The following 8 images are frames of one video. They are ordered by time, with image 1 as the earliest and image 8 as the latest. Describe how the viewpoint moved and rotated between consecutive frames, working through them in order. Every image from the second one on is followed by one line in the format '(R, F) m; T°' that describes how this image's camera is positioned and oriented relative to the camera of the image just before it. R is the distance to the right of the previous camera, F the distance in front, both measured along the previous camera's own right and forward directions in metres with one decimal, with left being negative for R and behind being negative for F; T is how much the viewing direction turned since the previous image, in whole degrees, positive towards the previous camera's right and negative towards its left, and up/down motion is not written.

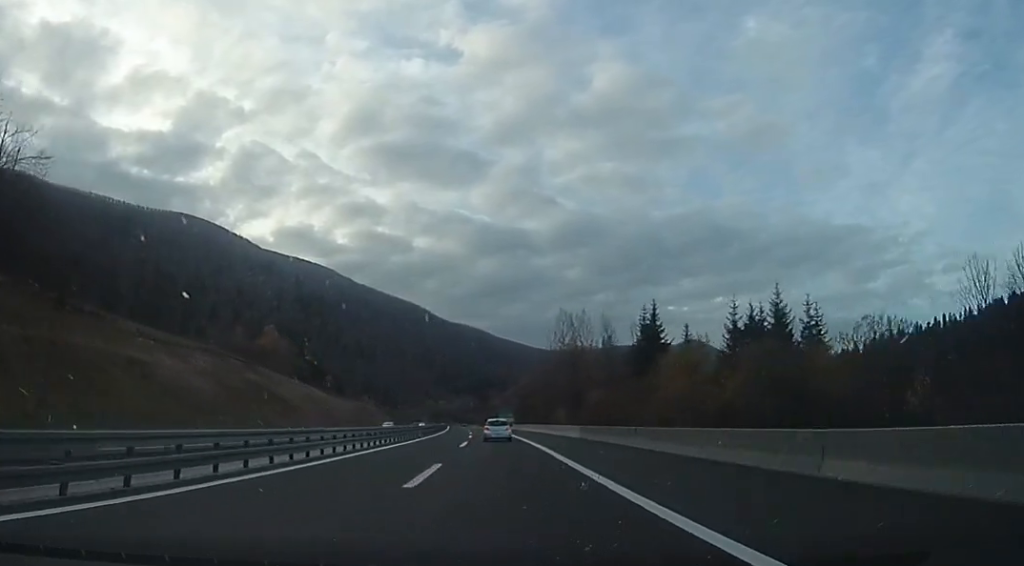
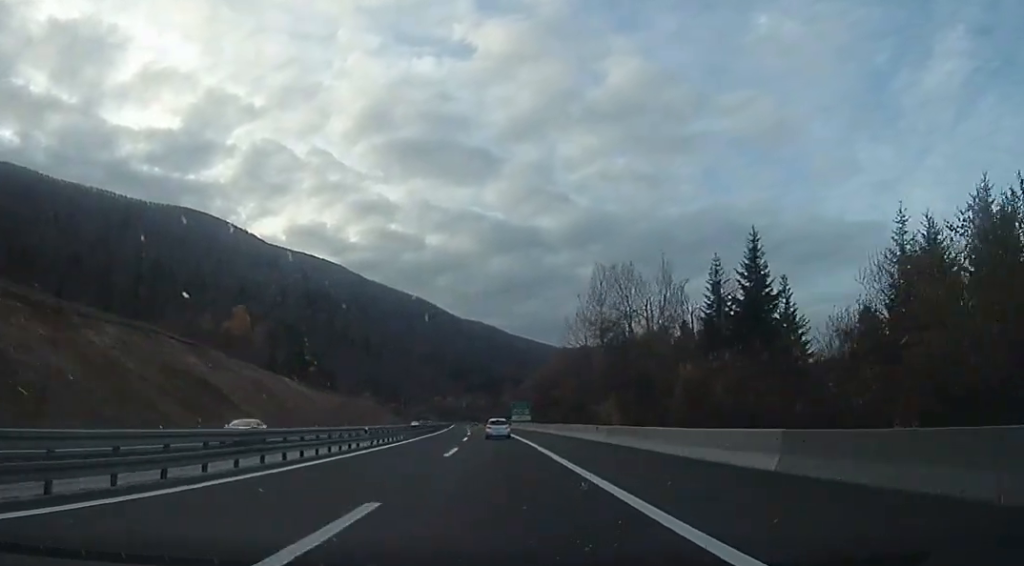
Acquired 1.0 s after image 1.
(-0.1, +28.3) m; -2°
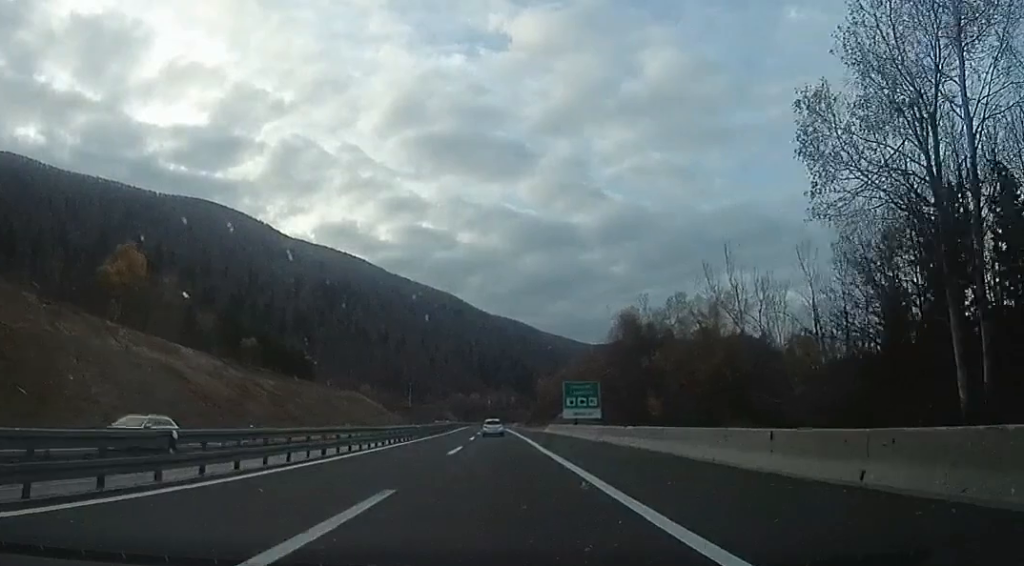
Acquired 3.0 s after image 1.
(-2.7, +56.6) m; -4°
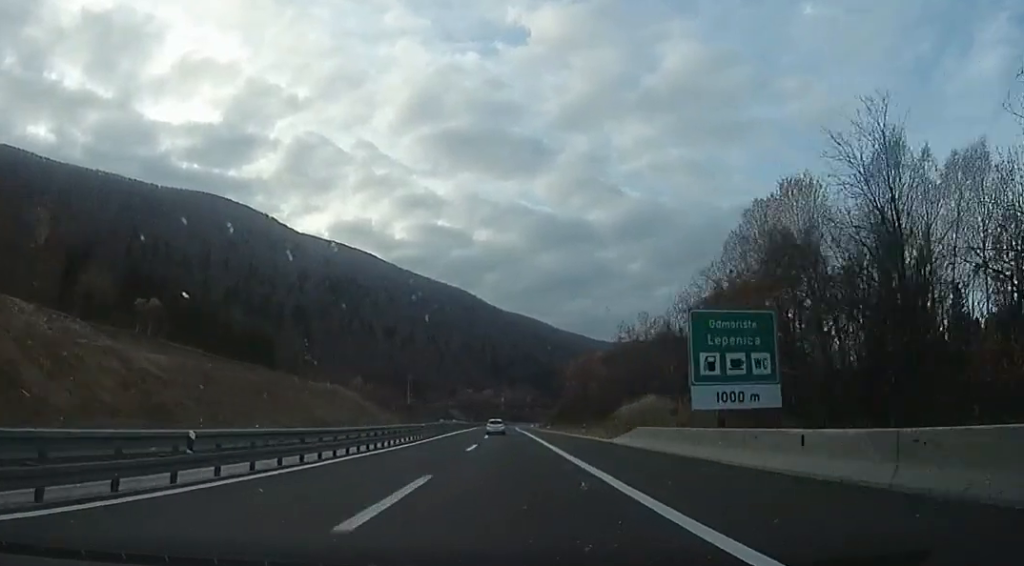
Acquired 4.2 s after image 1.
(-0.1, +36.4) m; 0°
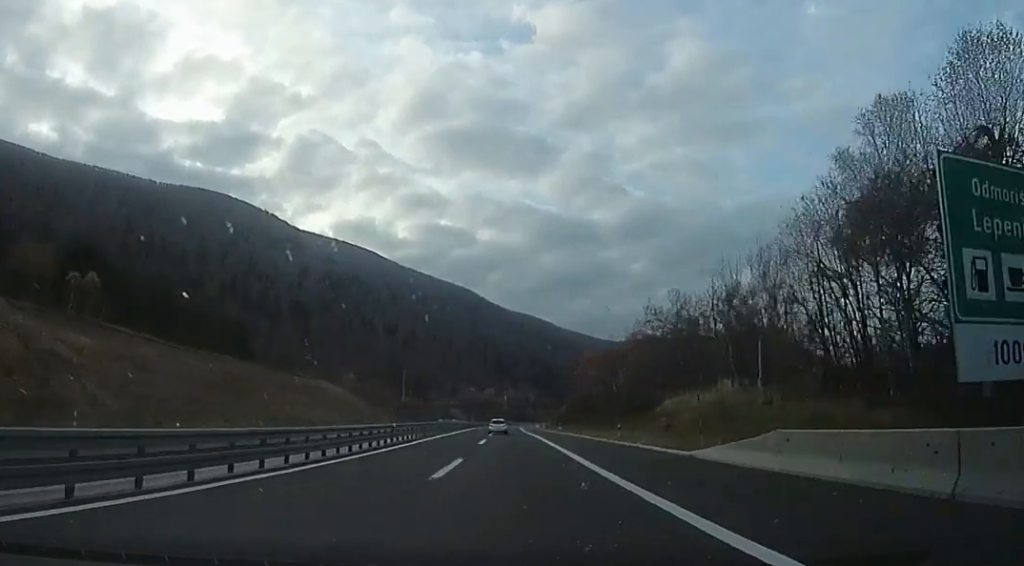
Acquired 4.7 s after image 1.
(0.0, +13.5) m; 0°
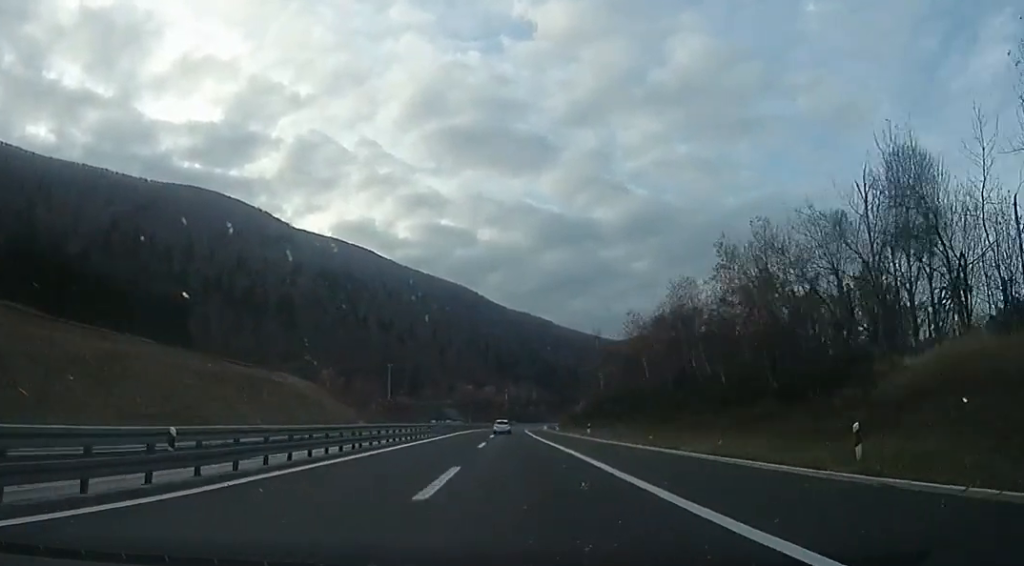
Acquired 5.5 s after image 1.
(0.0, +23.5) m; 0°
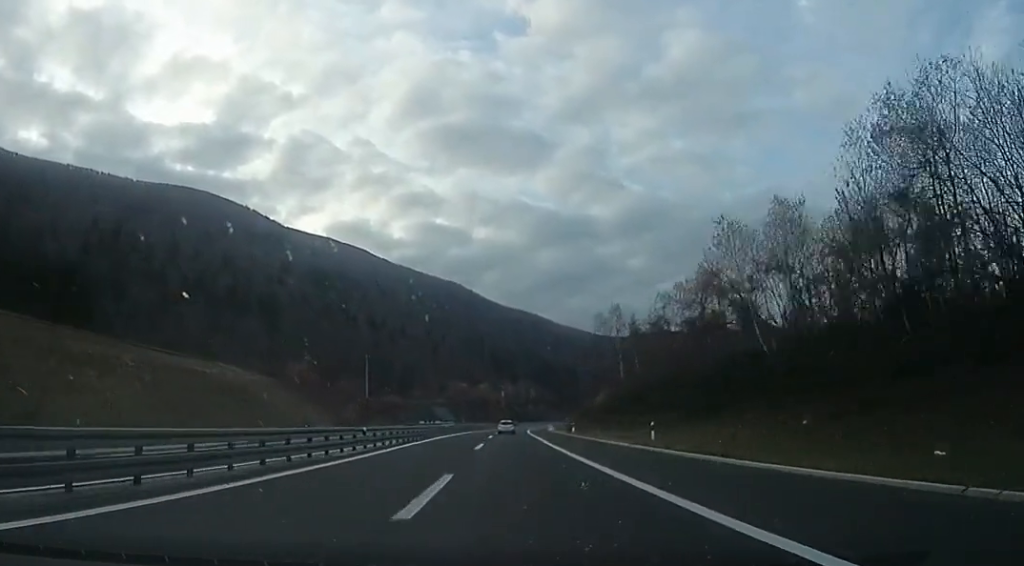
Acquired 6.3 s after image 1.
(0.0, +21.6) m; 0°
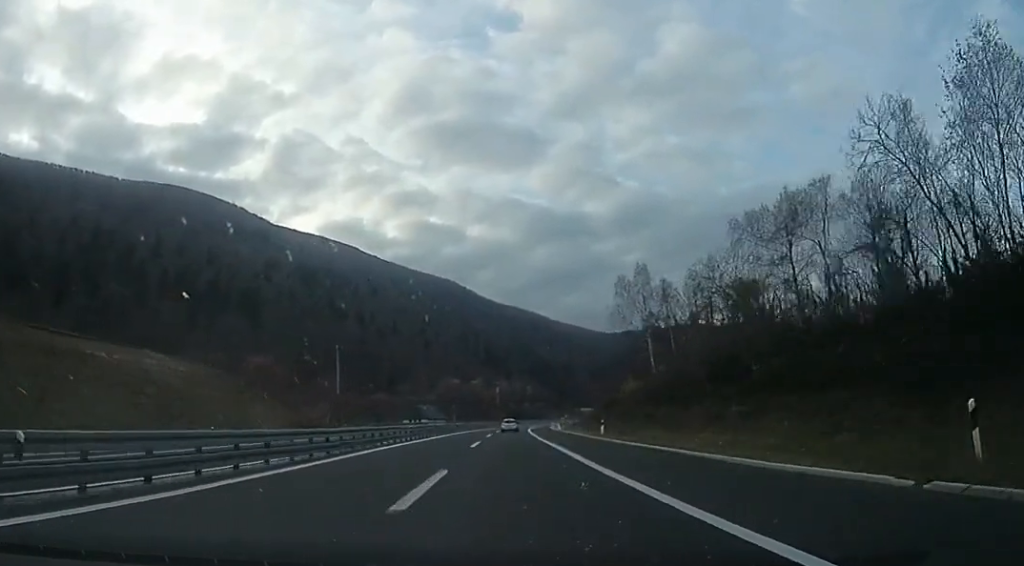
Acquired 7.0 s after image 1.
(0.0, +19.7) m; 0°
